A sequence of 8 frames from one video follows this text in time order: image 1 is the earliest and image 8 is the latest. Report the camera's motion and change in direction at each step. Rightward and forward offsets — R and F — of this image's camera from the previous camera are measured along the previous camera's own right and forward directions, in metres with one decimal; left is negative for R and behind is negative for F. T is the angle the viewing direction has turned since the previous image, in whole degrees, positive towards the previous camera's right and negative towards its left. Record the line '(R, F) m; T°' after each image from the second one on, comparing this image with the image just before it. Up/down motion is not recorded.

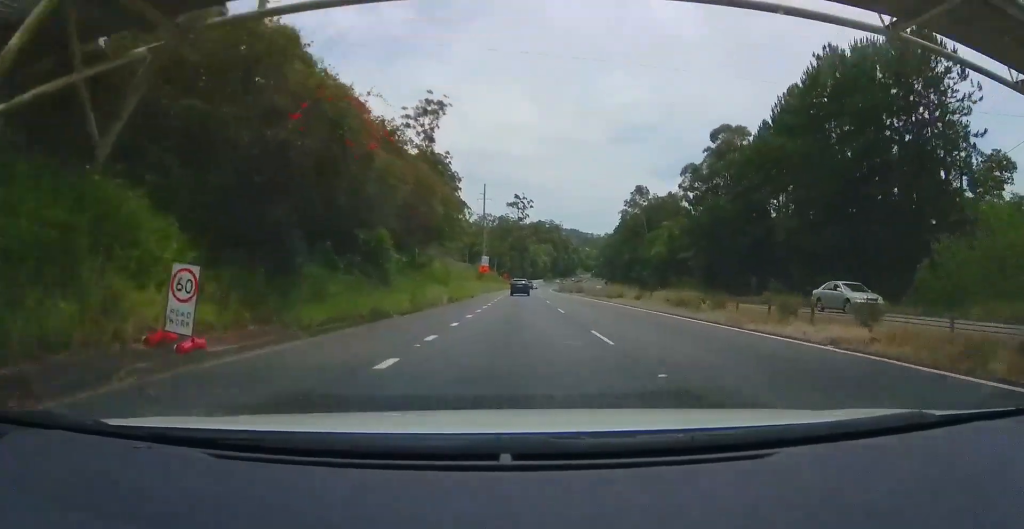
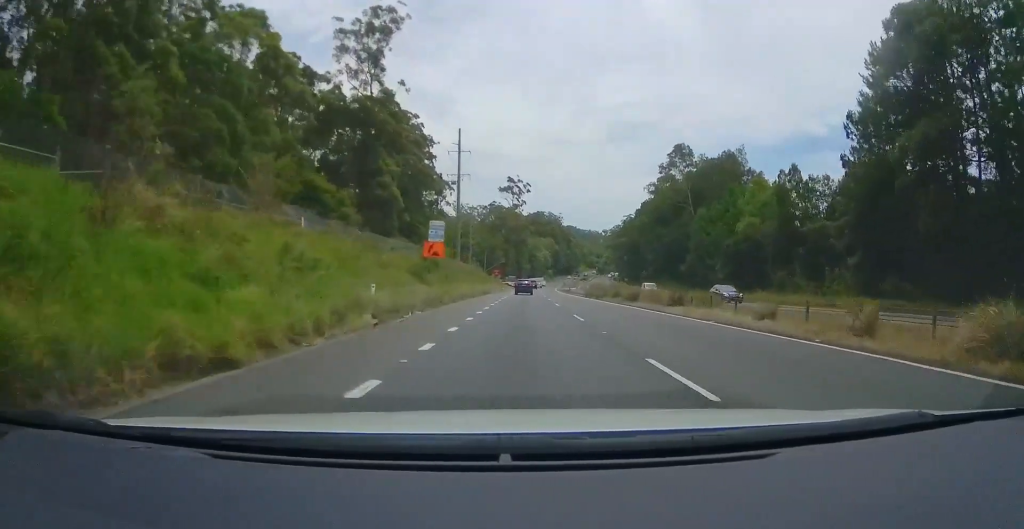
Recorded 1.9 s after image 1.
(-0.2, +40.7) m; +1°
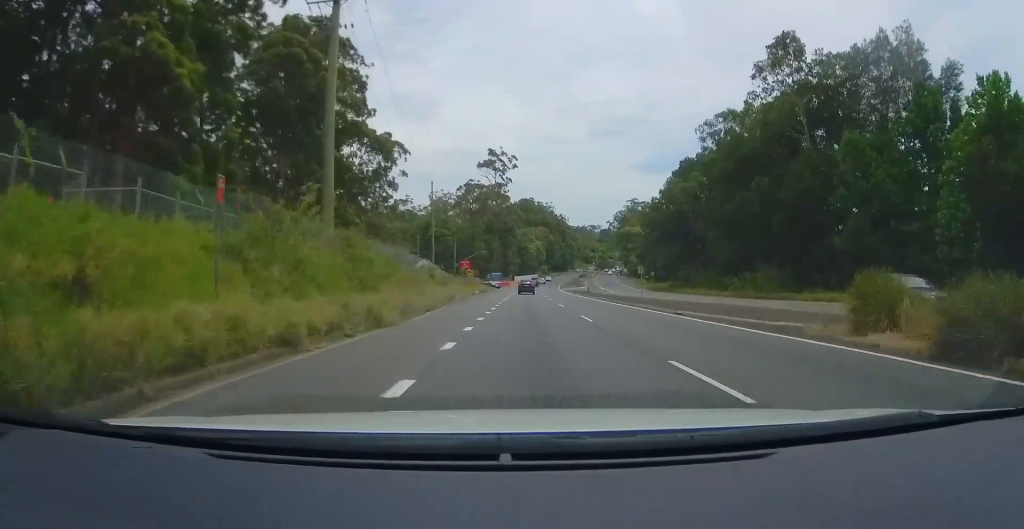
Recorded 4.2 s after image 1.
(-1.9, +47.6) m; -3°
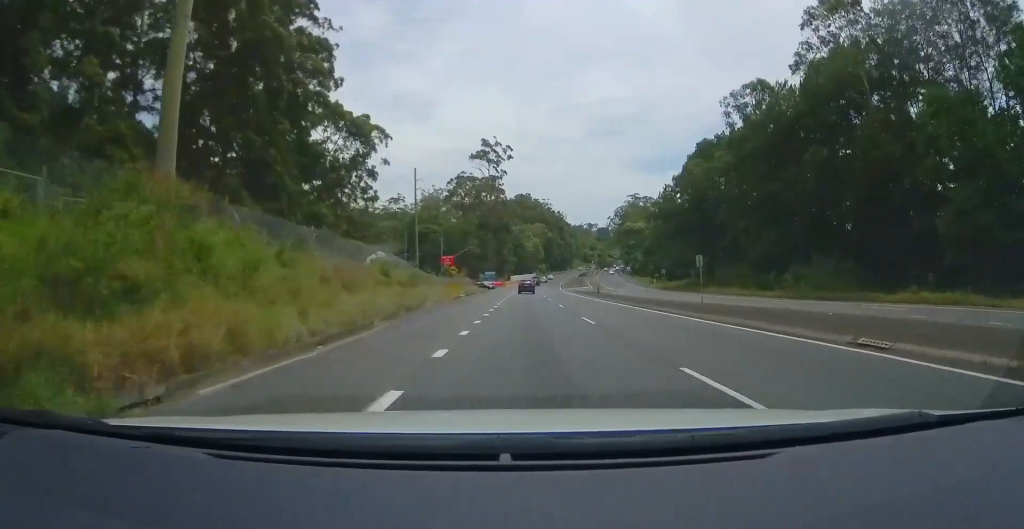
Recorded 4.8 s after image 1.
(+0.2, +12.9) m; +2°
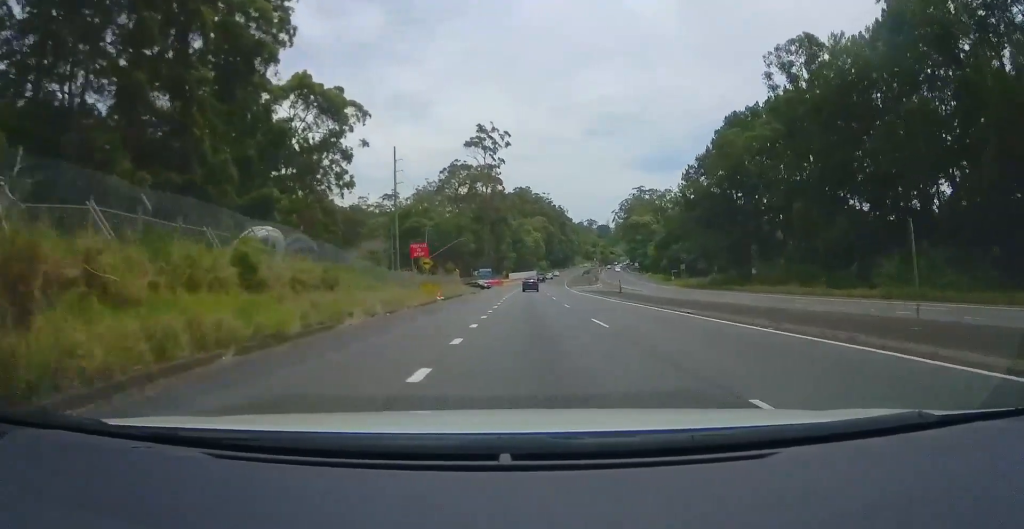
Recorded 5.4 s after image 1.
(+0.2, +14.6) m; +1°
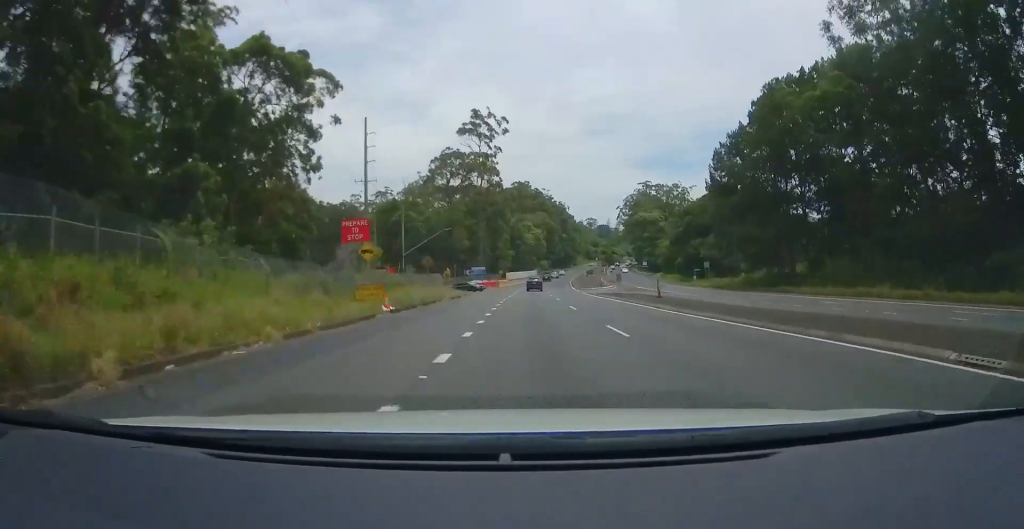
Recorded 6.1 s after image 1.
(+0.3, +13.8) m; +1°
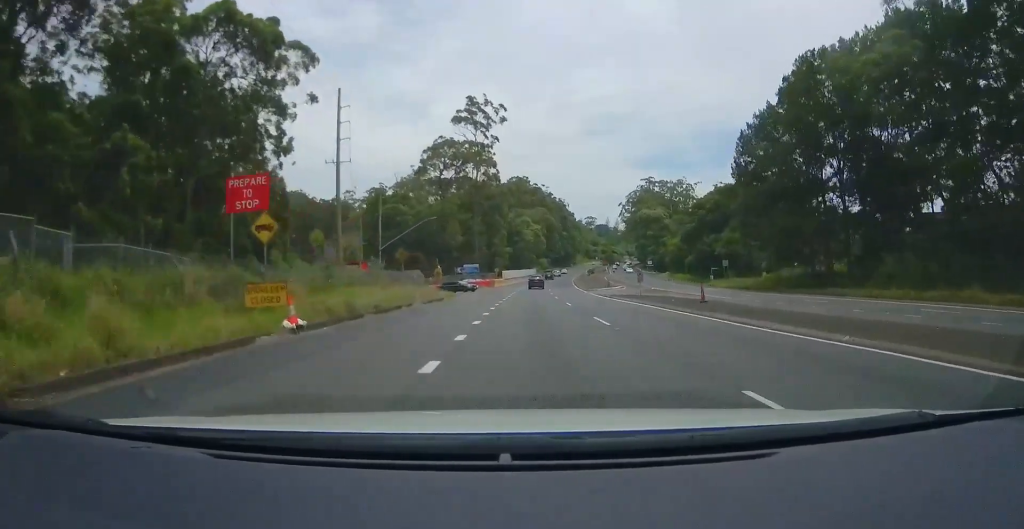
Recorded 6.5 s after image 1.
(-0.1, +9.5) m; 0°
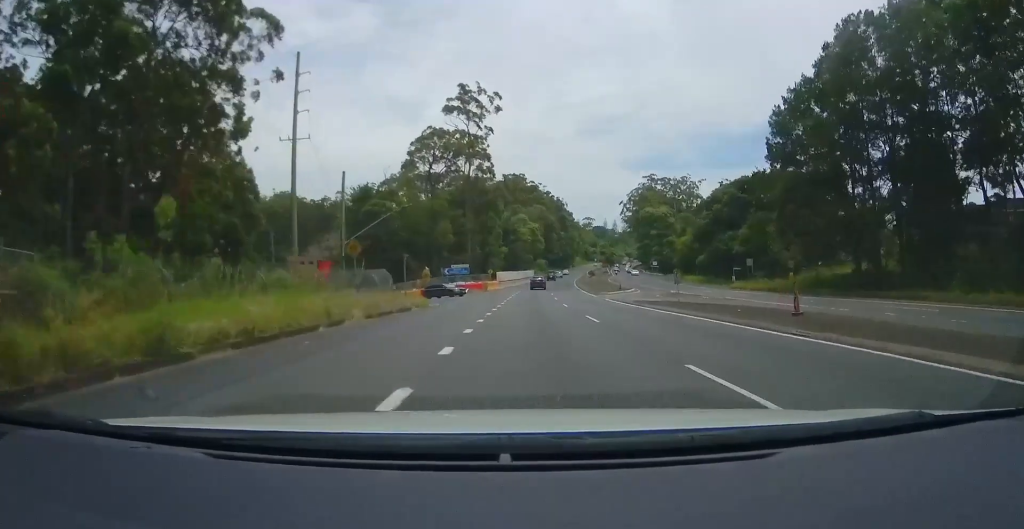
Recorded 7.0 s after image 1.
(-0.2, +10.4) m; +1°
